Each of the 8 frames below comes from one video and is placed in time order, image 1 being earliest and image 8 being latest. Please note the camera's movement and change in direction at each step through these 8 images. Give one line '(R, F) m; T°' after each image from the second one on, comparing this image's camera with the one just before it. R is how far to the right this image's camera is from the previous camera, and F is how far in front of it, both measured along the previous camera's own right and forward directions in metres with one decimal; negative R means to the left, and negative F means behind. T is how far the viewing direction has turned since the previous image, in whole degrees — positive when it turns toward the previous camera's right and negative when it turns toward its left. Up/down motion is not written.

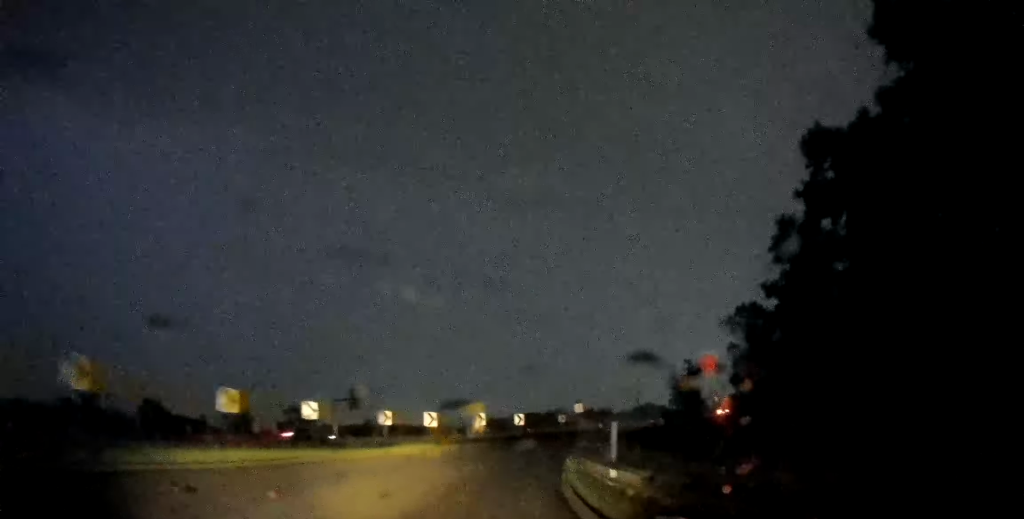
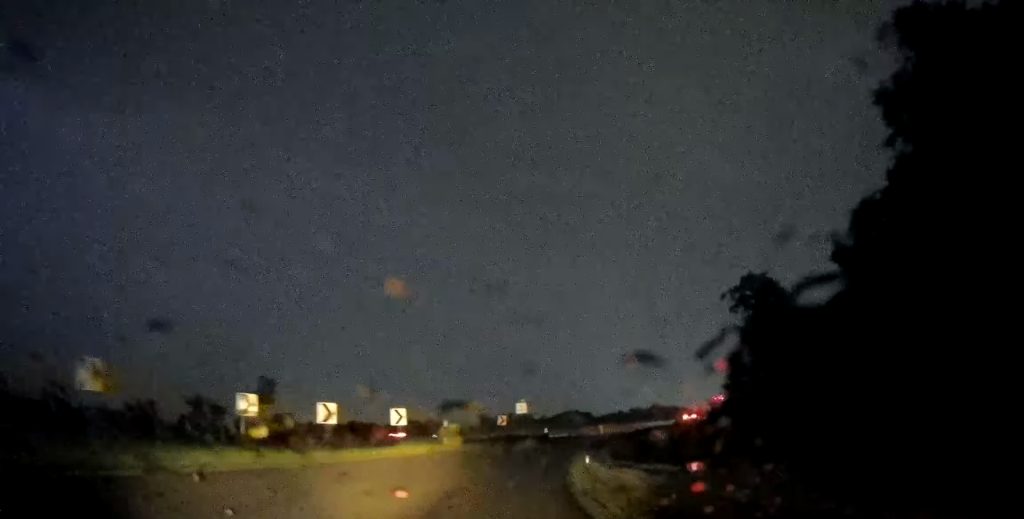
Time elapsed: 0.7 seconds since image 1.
(+0.1, +12.0) m; +4°
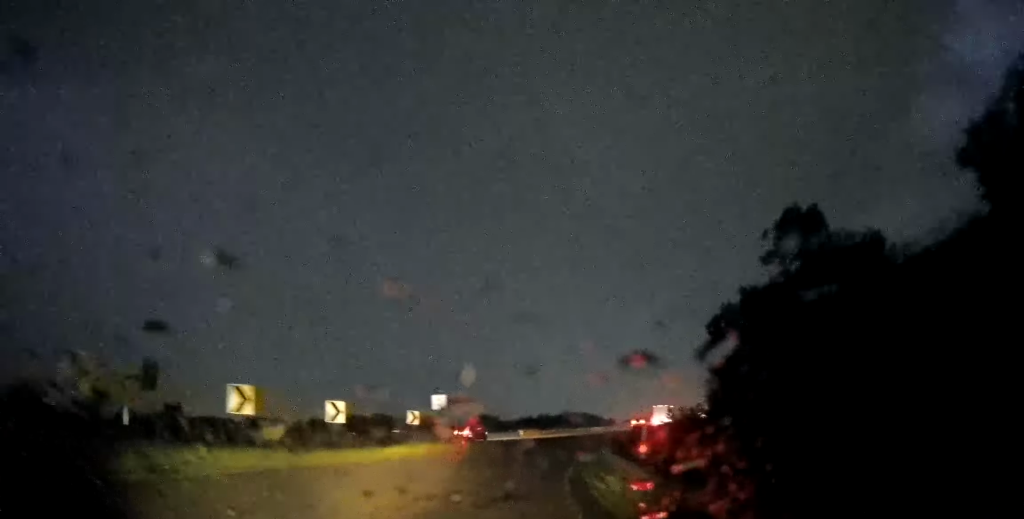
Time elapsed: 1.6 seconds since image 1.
(+0.8, +13.4) m; +6°
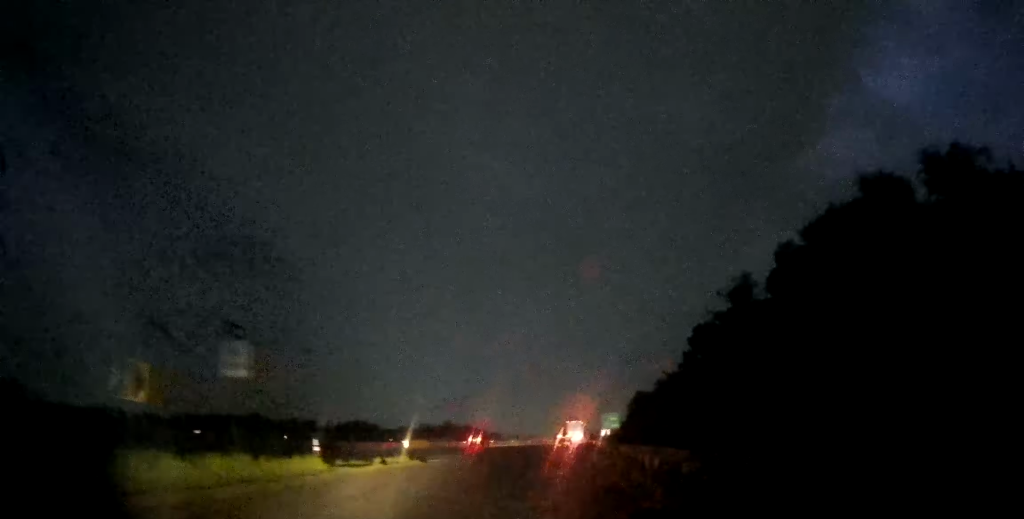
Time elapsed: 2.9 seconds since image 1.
(+1.6, +19.9) m; +10°
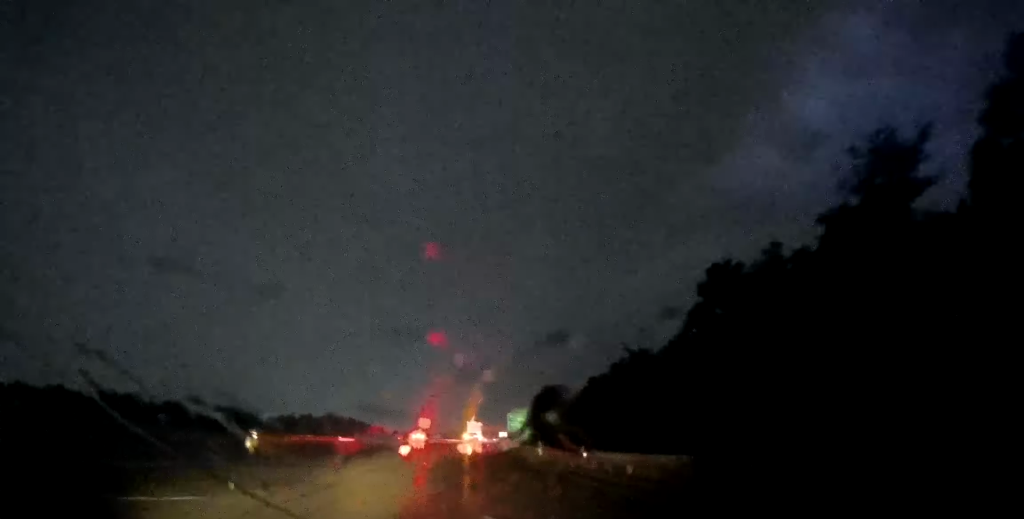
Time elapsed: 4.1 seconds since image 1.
(+2.4, +18.8) m; +14°
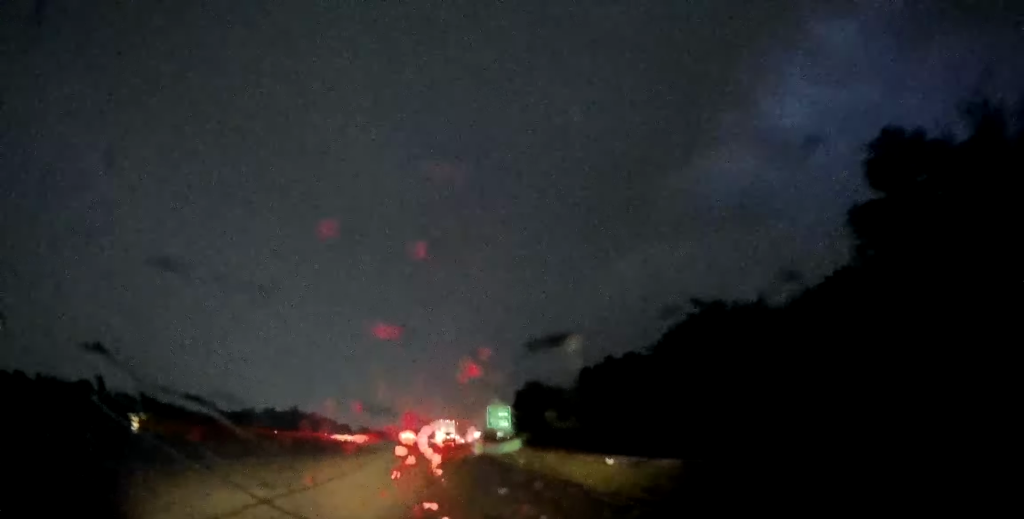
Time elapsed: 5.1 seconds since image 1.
(+1.3, +14.2) m; +10°
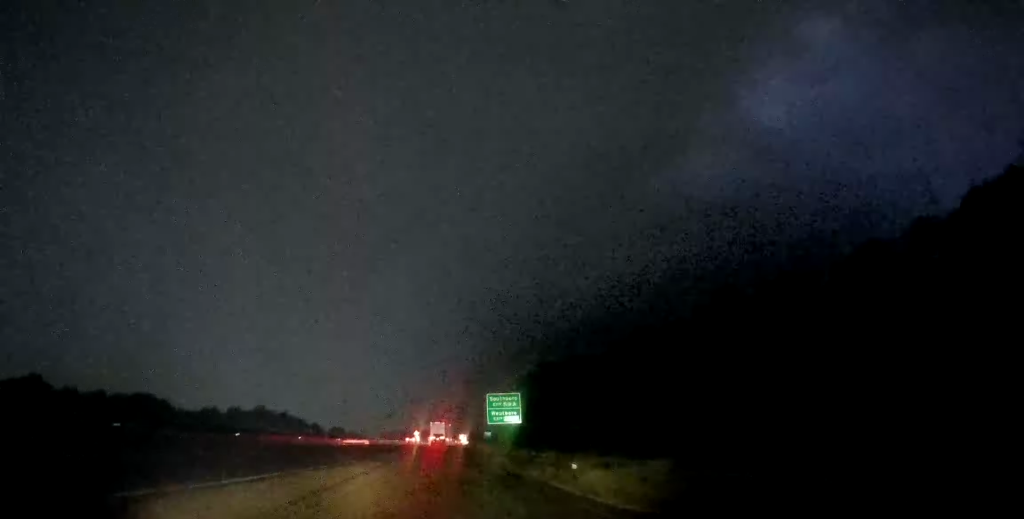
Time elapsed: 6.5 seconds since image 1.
(+2.5, +22.8) m; +10°
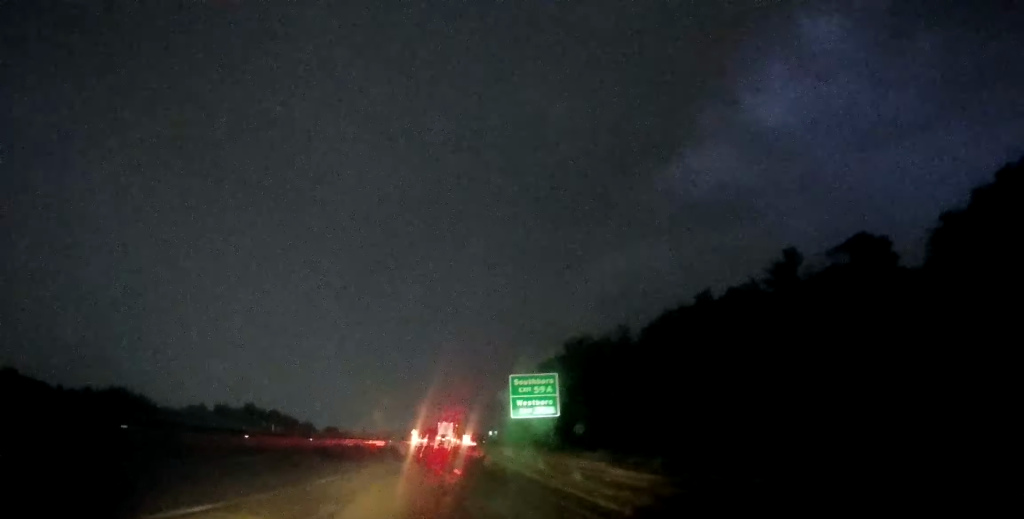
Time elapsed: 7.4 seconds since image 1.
(+0.3, +15.8) m; +1°
